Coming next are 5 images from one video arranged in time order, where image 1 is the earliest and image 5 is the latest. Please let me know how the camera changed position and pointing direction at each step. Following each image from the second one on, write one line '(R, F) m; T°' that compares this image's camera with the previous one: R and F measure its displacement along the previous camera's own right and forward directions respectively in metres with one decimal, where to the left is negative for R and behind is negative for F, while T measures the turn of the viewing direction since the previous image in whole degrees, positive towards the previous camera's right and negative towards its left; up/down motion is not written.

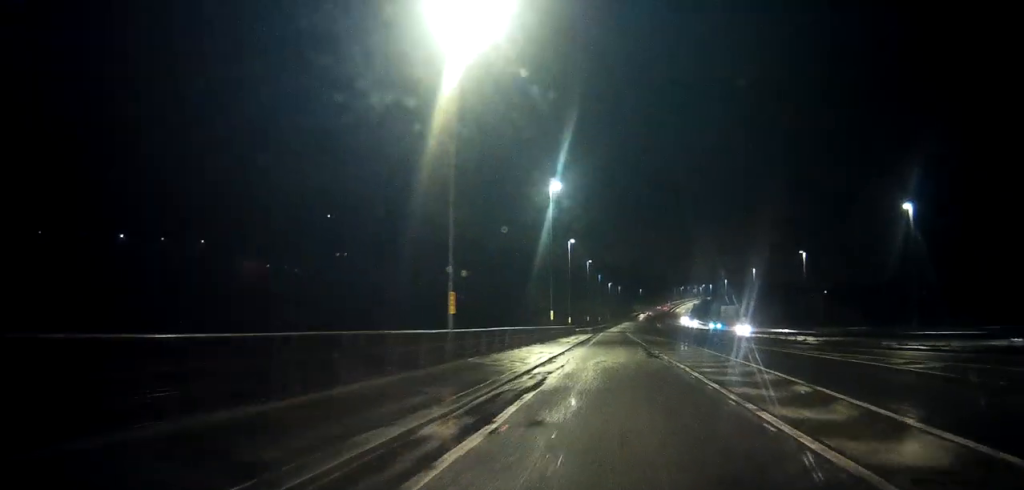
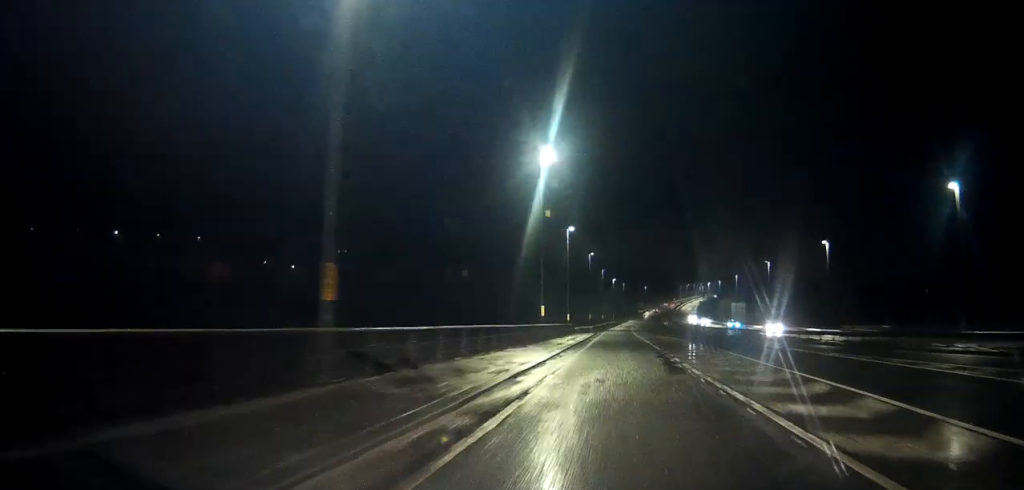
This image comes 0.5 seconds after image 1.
(-0.1, +10.3) m; 0°
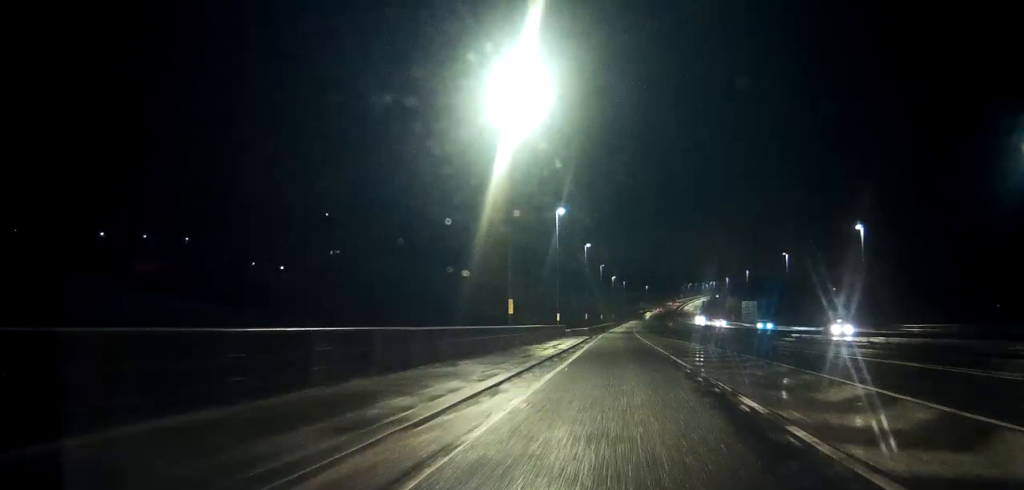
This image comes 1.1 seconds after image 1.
(-0.1, +14.7) m; 0°
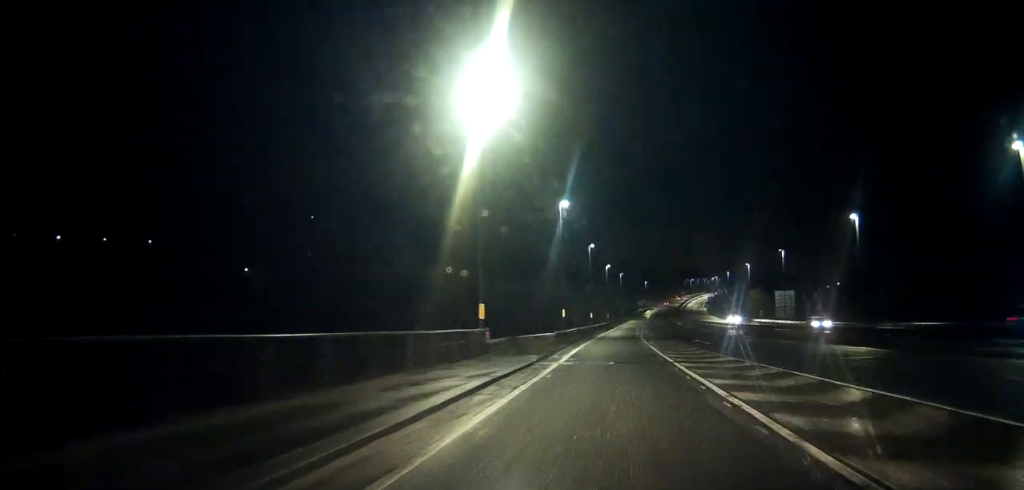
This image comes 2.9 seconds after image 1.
(0.0, +38.4) m; -3°
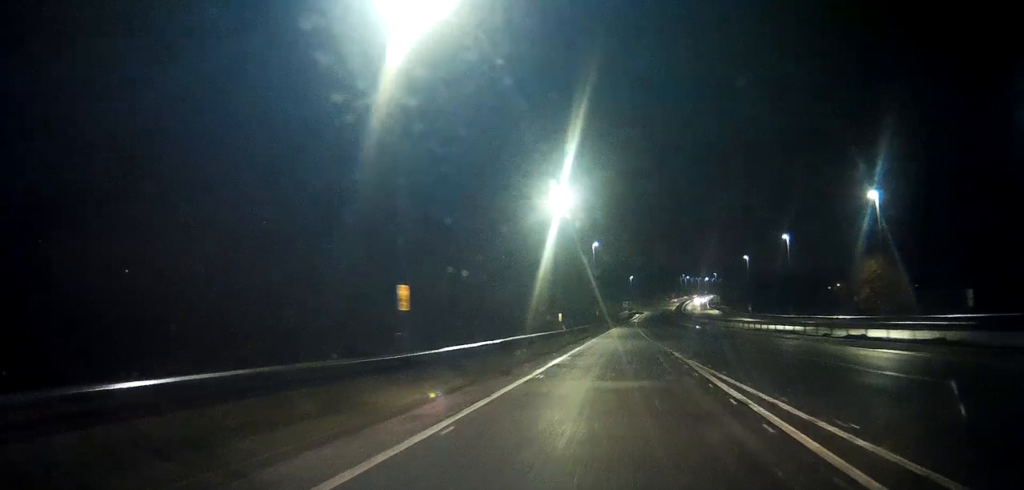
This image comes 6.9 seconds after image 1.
(+5.8, +88.6) m; +5°
